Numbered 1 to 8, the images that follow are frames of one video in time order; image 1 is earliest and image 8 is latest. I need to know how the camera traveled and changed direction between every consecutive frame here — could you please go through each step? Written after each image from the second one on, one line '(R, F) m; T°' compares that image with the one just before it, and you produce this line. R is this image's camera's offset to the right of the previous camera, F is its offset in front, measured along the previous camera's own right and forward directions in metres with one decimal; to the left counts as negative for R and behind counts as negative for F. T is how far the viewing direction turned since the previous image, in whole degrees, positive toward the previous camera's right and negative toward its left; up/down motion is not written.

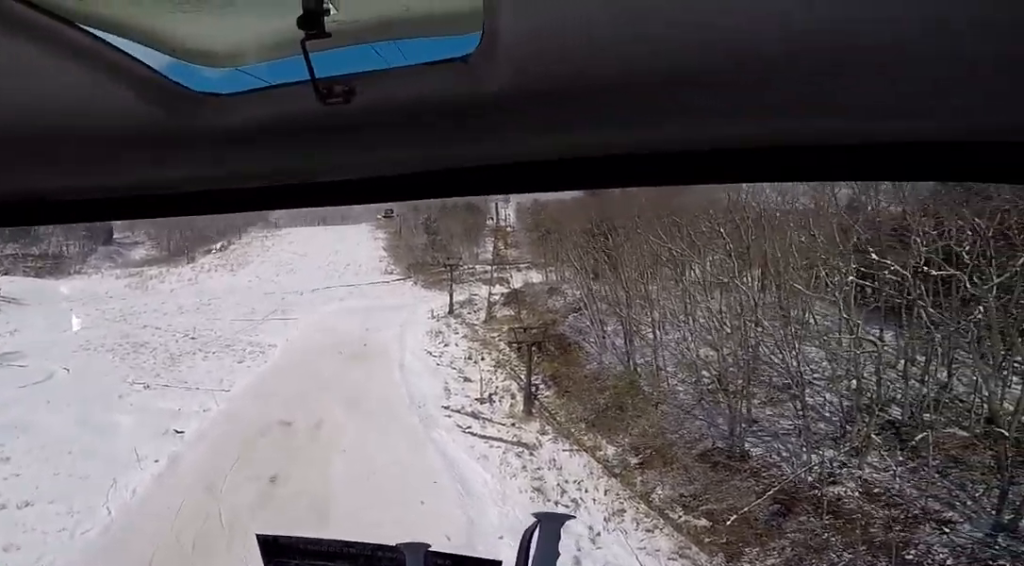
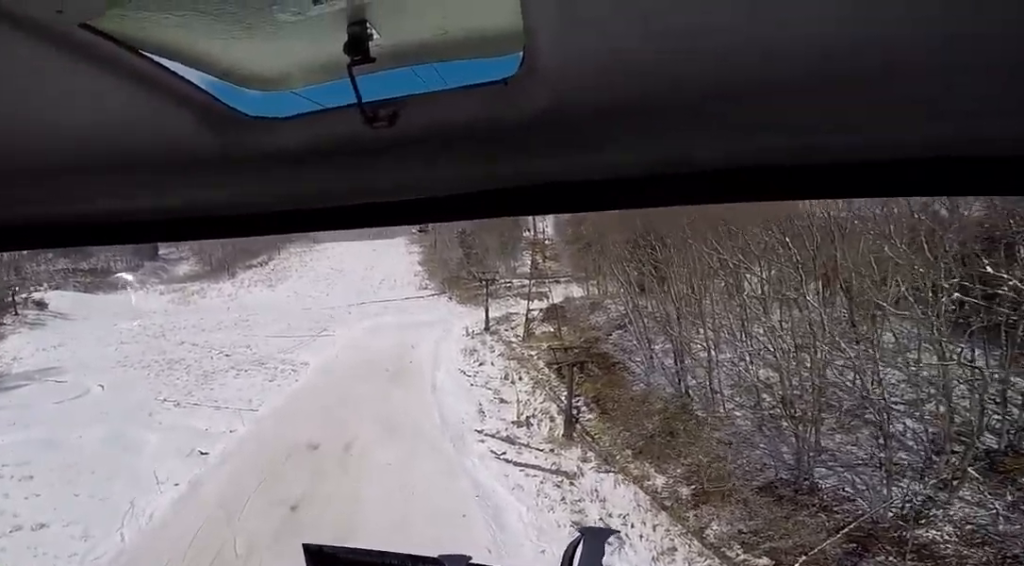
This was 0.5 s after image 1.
(-0.3, +2.4) m; 0°
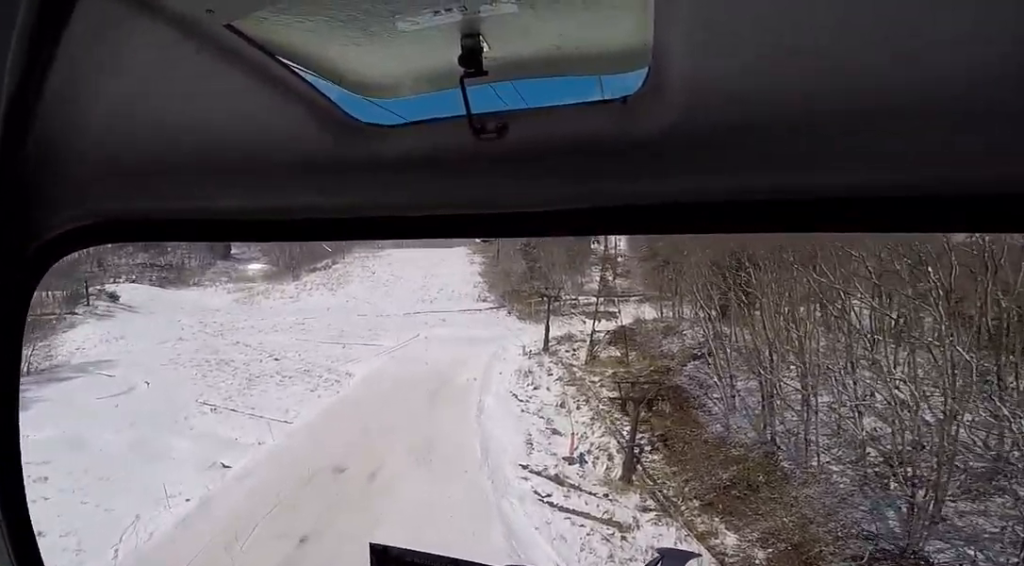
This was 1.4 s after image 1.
(+0.6, +4.2) m; 0°
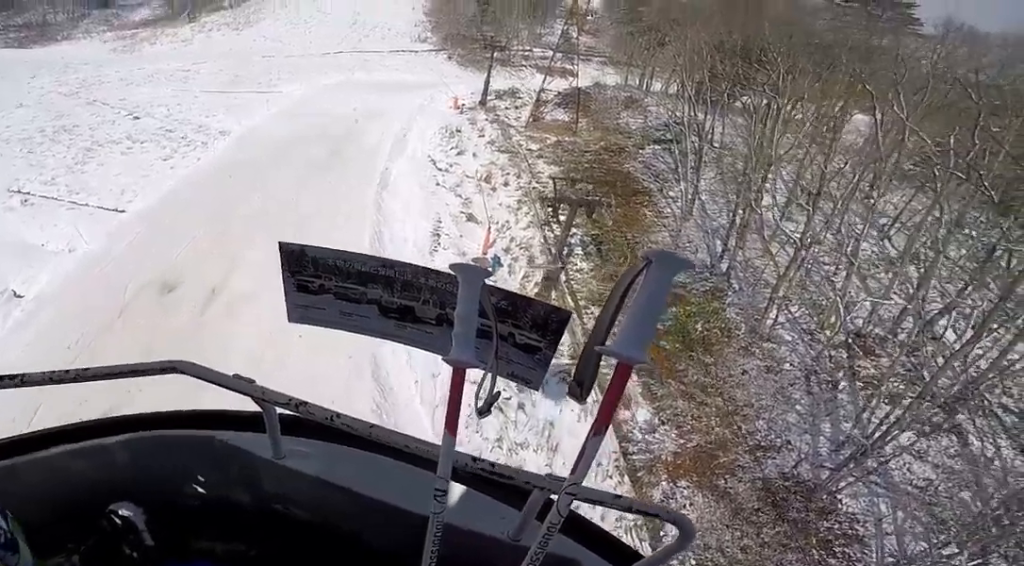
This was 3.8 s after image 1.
(-0.2, +11.8) m; -3°
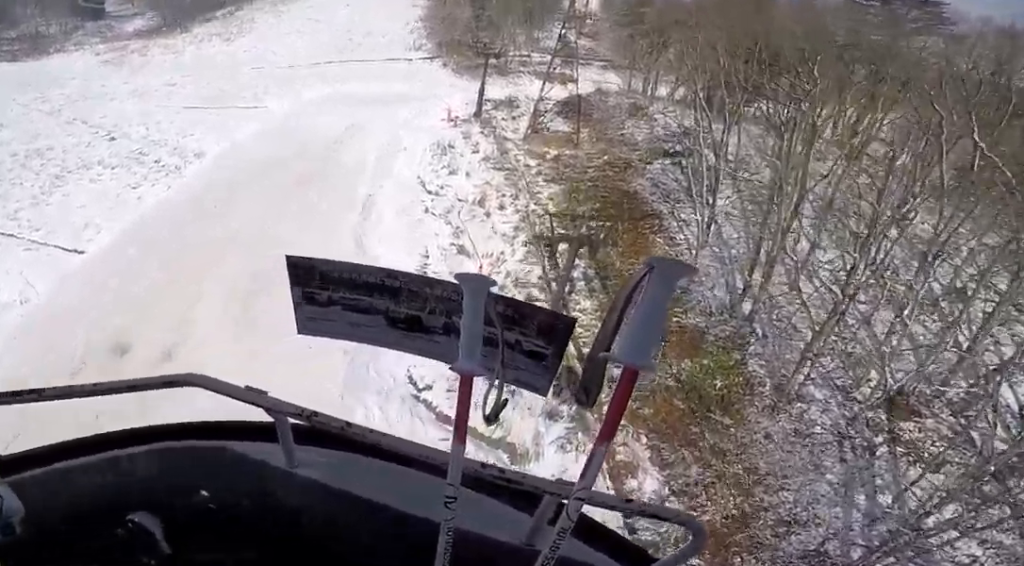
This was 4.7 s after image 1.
(-0.4, +4.9) m; -3°
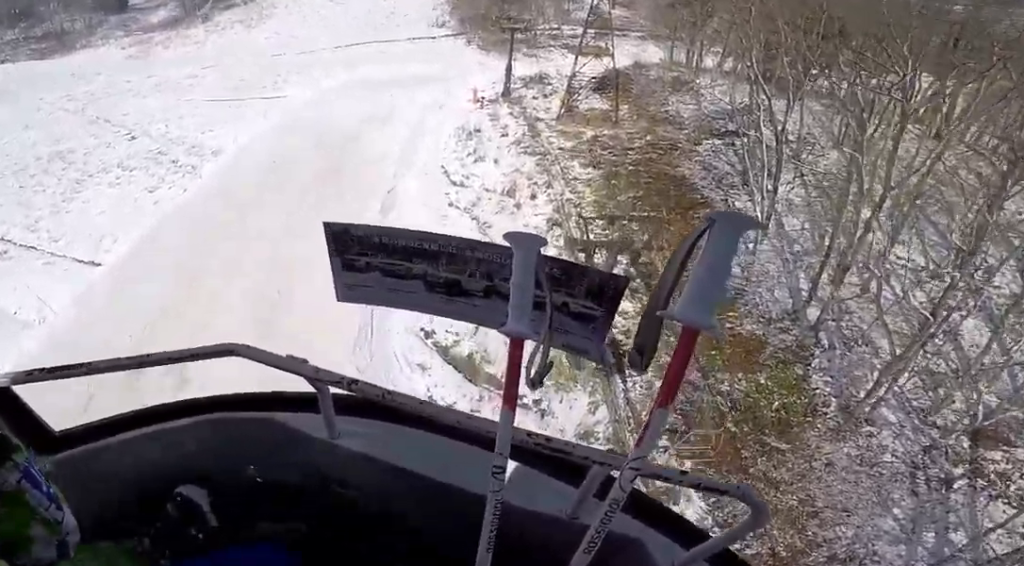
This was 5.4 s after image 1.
(-0.1, +3.2) m; +5°
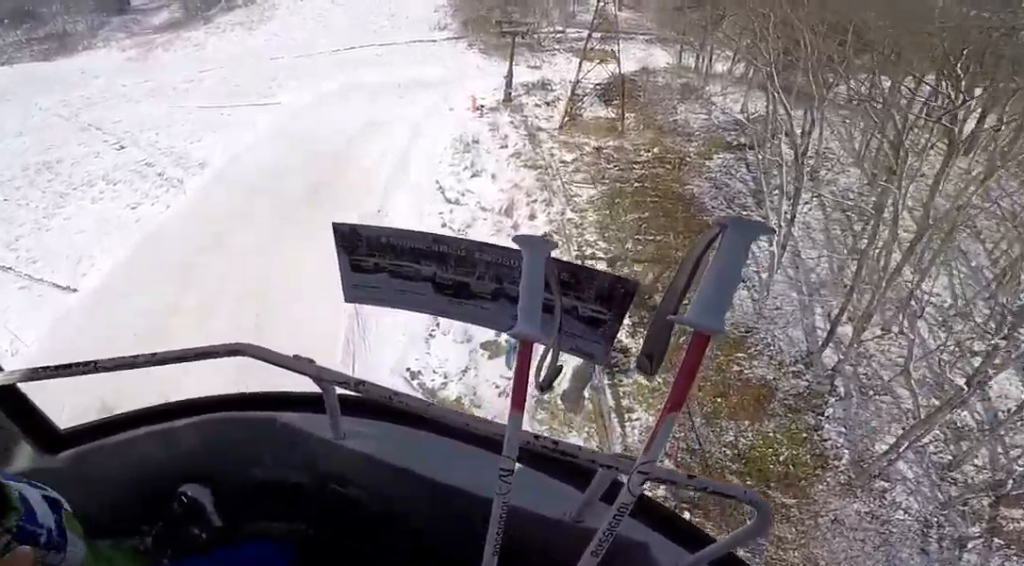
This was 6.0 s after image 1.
(+0.3, +2.9) m; +1°
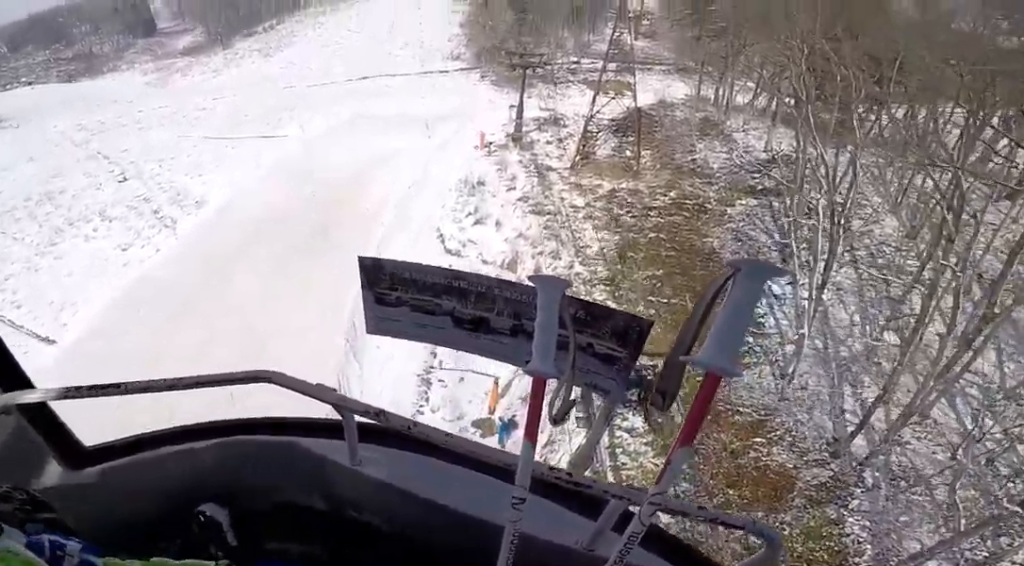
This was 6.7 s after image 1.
(+0.2, +3.5) m; 0°
